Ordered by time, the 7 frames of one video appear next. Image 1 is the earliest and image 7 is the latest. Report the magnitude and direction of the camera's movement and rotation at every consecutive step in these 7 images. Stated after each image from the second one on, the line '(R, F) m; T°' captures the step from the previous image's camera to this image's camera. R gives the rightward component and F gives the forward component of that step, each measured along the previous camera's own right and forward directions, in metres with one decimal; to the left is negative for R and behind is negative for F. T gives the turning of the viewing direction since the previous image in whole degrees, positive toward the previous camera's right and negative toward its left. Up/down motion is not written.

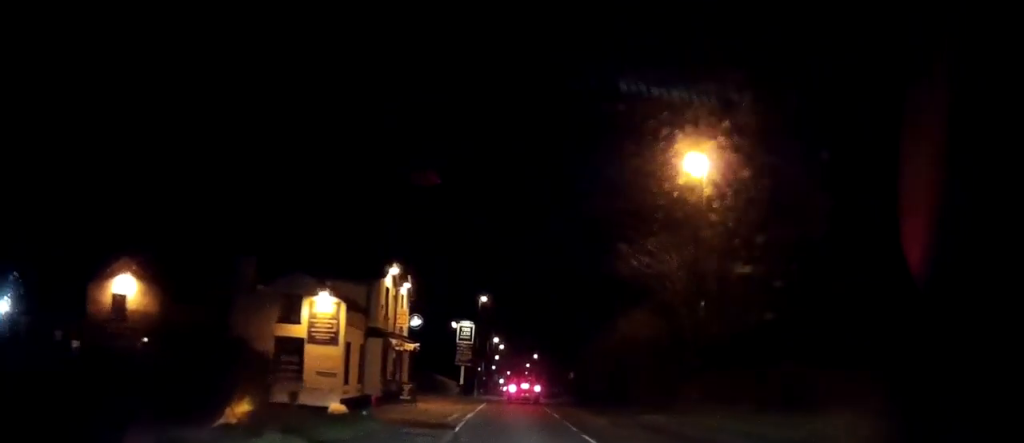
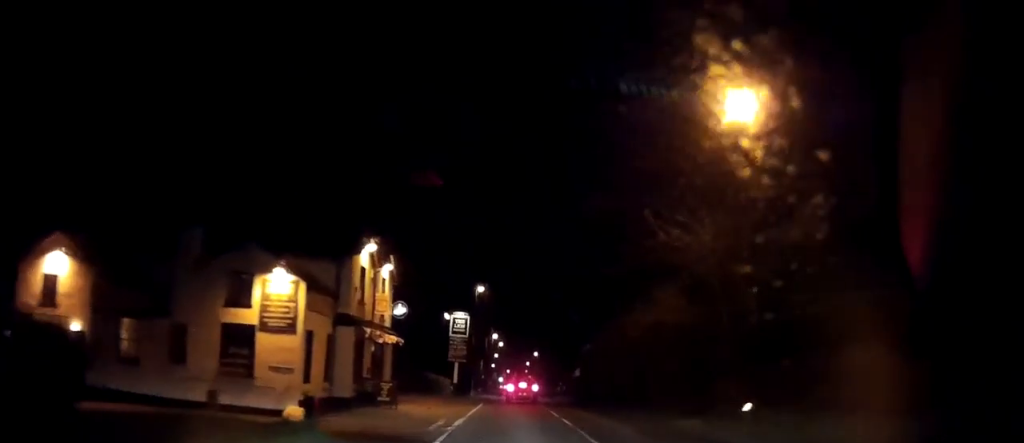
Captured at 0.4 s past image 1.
(0.0, +5.4) m; 0°
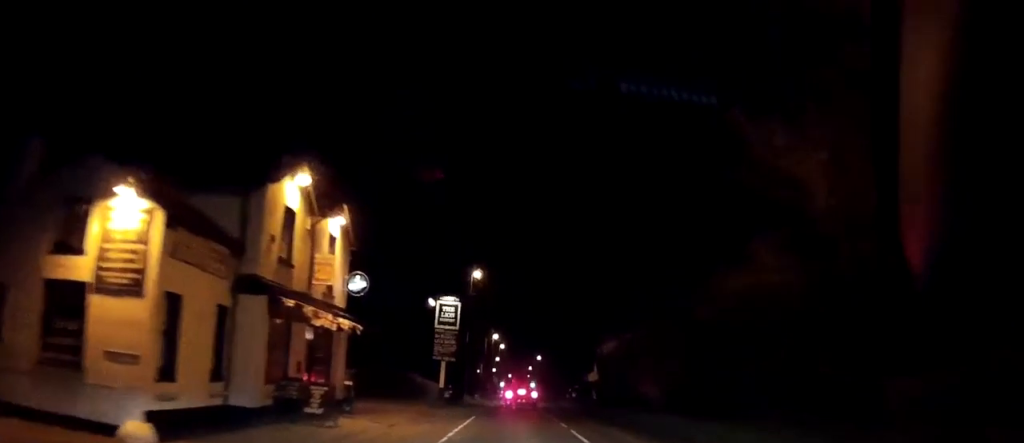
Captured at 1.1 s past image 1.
(0.0, +9.9) m; 0°
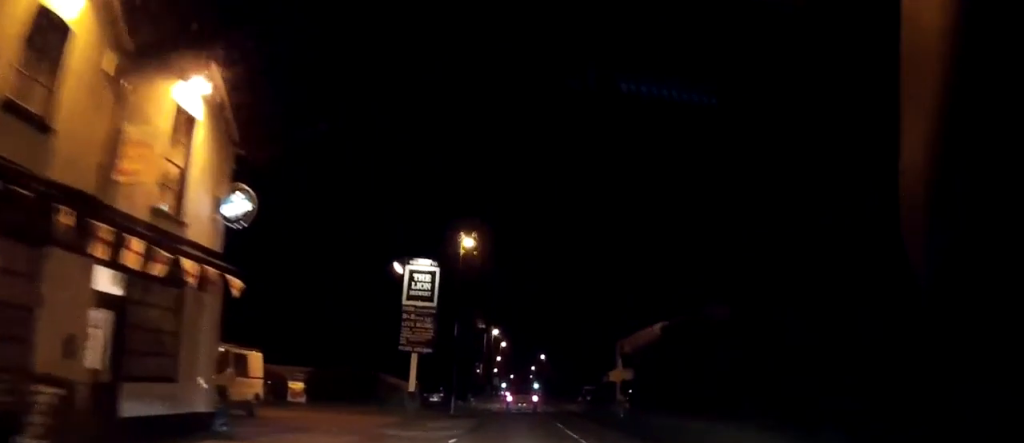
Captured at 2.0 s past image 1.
(0.0, +11.1) m; 0°
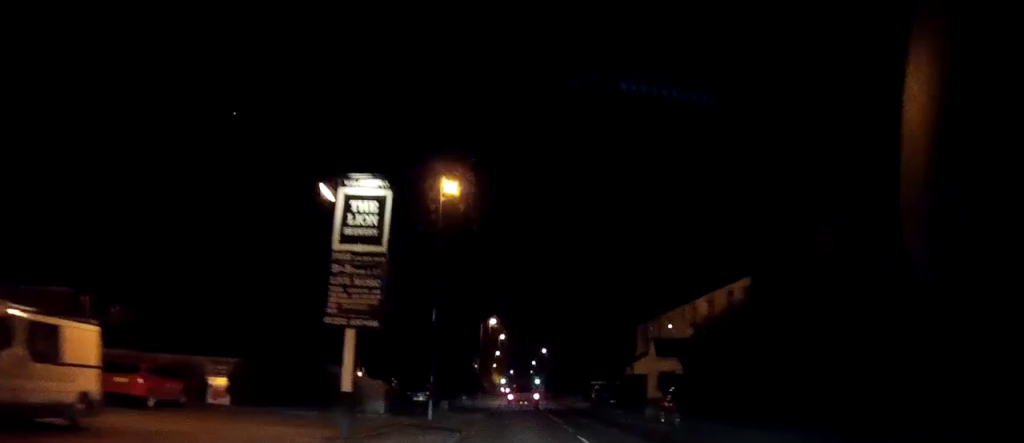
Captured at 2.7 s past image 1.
(0.0, +9.7) m; 0°
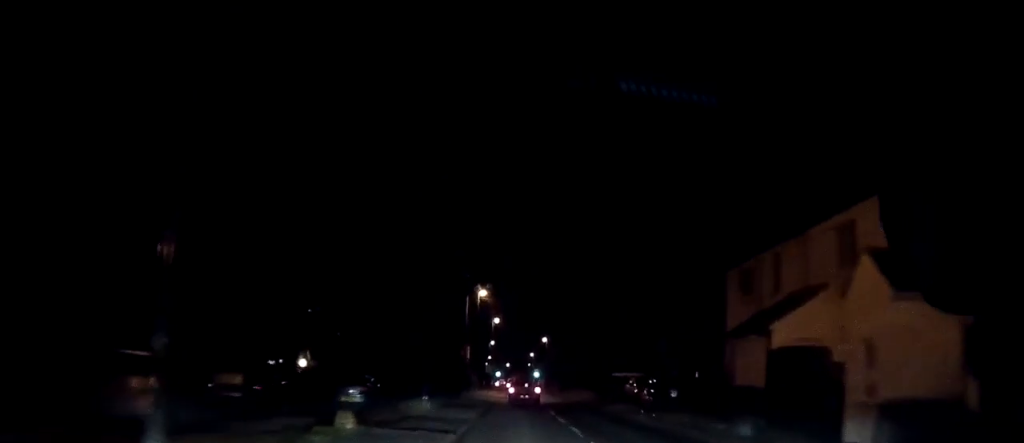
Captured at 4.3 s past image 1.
(+0.1, +20.7) m; +1°
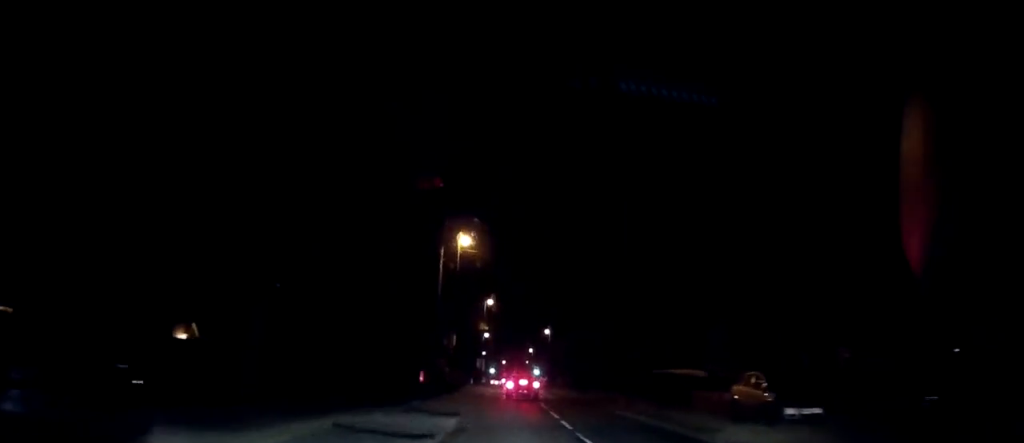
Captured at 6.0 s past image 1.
(+0.1, +22.7) m; 0°
